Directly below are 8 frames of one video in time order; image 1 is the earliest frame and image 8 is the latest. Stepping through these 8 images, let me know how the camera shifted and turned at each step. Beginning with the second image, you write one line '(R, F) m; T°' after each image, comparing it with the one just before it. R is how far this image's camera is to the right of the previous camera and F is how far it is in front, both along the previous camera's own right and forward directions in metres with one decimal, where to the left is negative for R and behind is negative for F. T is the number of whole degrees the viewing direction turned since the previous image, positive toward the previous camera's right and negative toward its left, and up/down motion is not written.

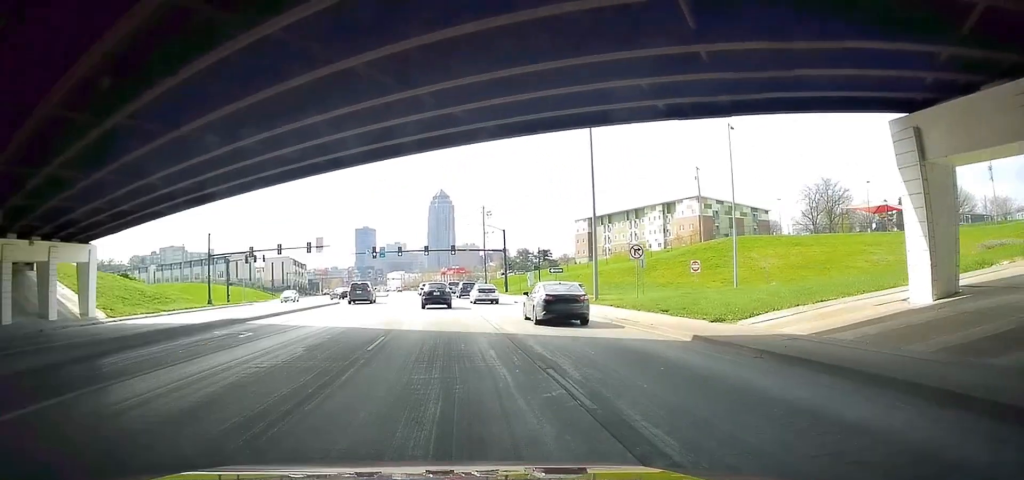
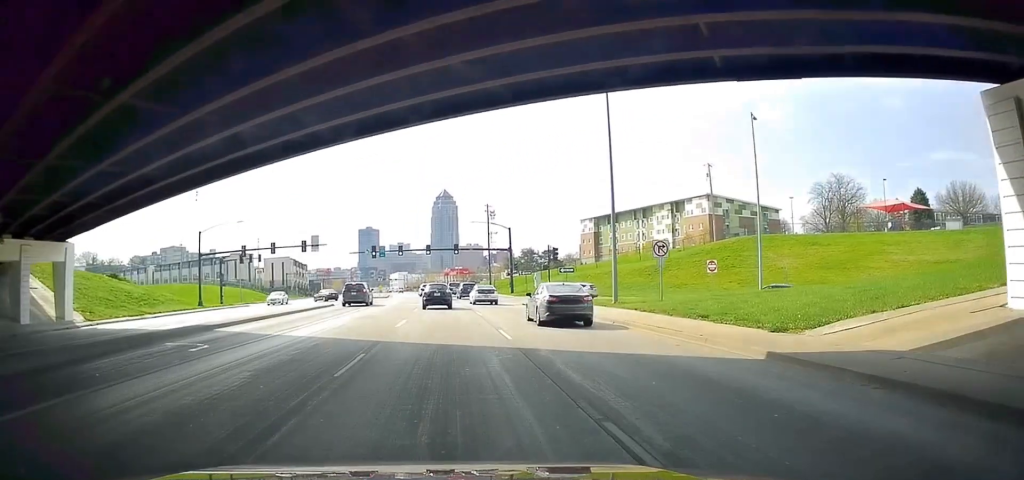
(0.0, +2.8) m; -1°
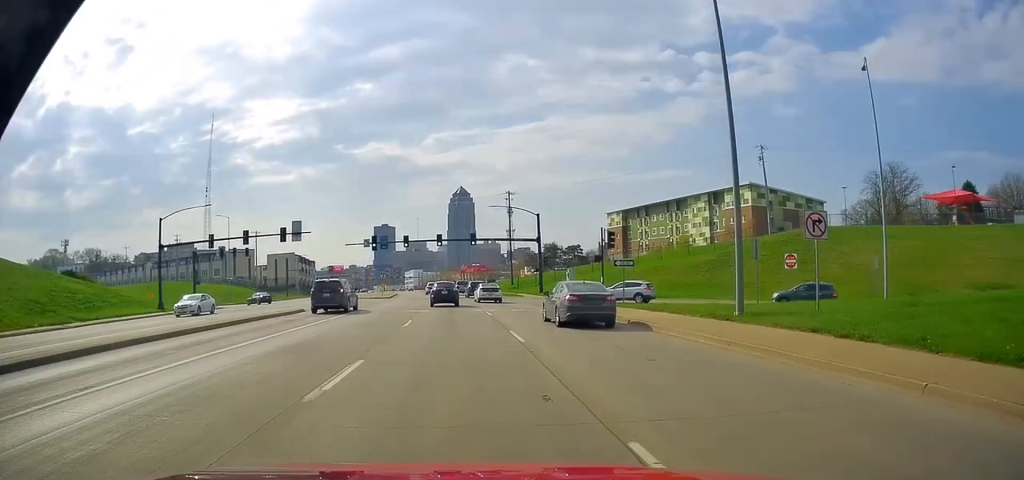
(-0.5, +9.9) m; -3°
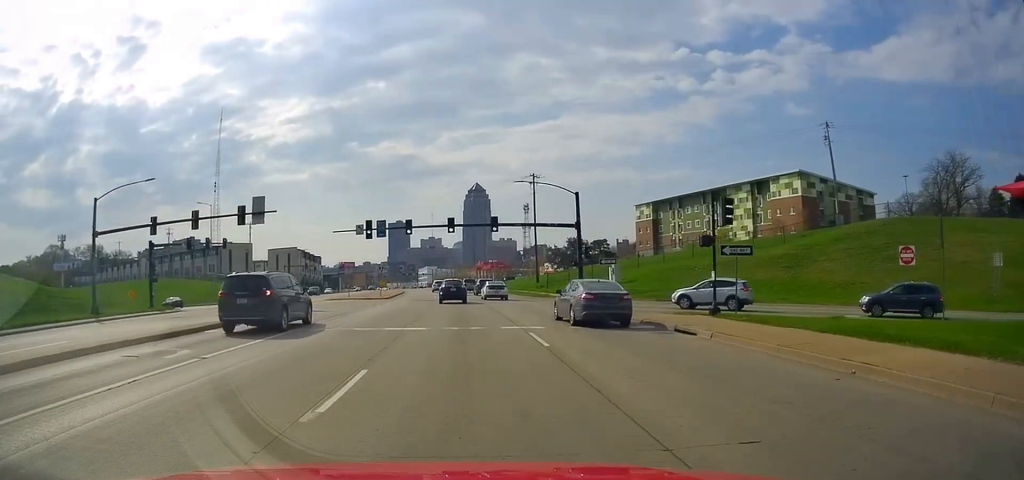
(-0.2, +12.7) m; +3°
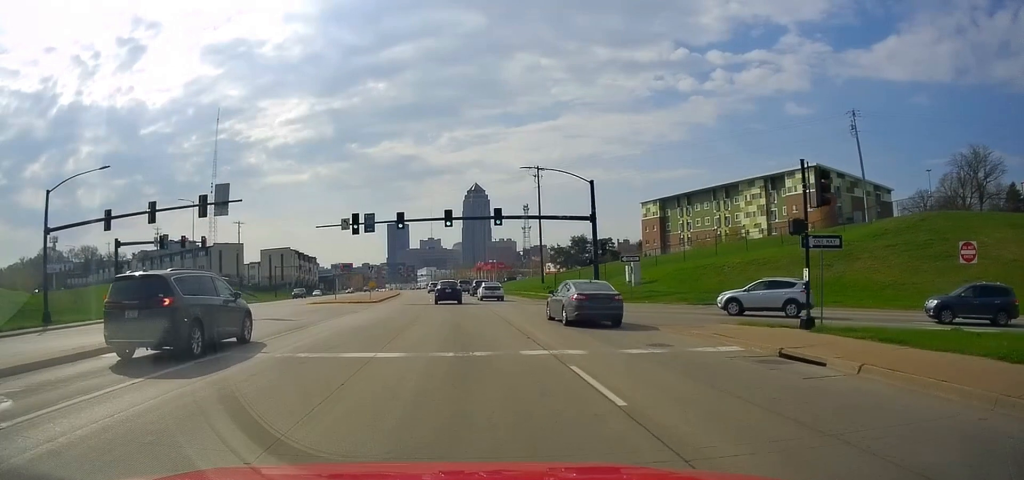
(+0.6, +6.9) m; 0°
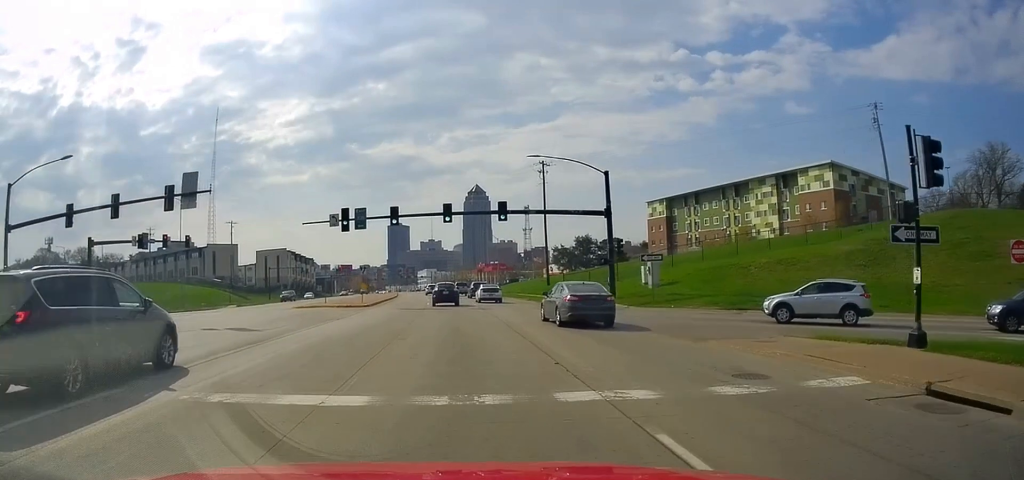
(+0.2, +4.7) m; -1°
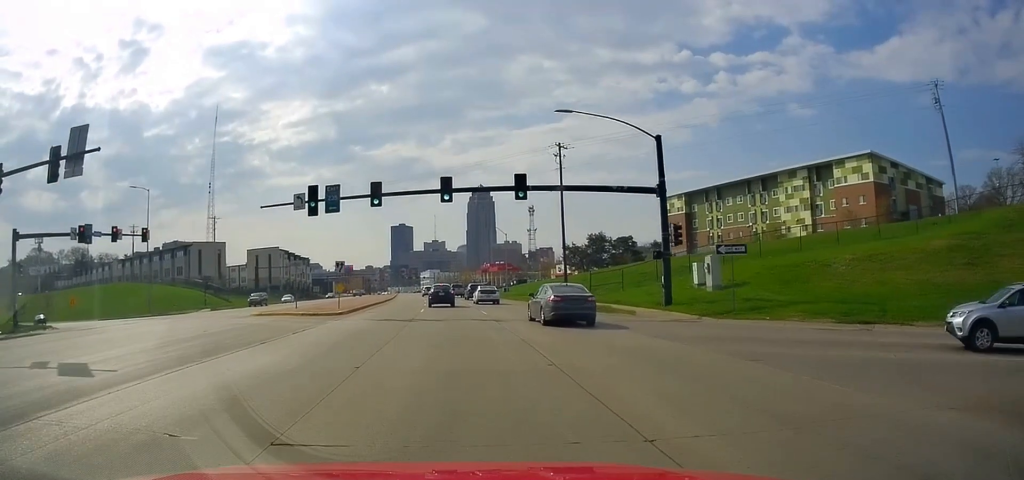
(-0.9, +11.5) m; -4°
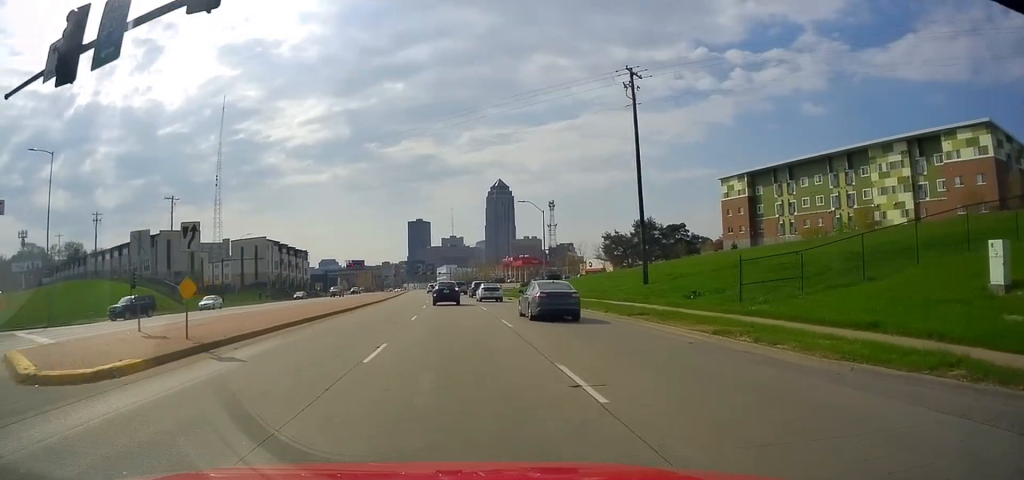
(+0.4, +24.7) m; +1°
